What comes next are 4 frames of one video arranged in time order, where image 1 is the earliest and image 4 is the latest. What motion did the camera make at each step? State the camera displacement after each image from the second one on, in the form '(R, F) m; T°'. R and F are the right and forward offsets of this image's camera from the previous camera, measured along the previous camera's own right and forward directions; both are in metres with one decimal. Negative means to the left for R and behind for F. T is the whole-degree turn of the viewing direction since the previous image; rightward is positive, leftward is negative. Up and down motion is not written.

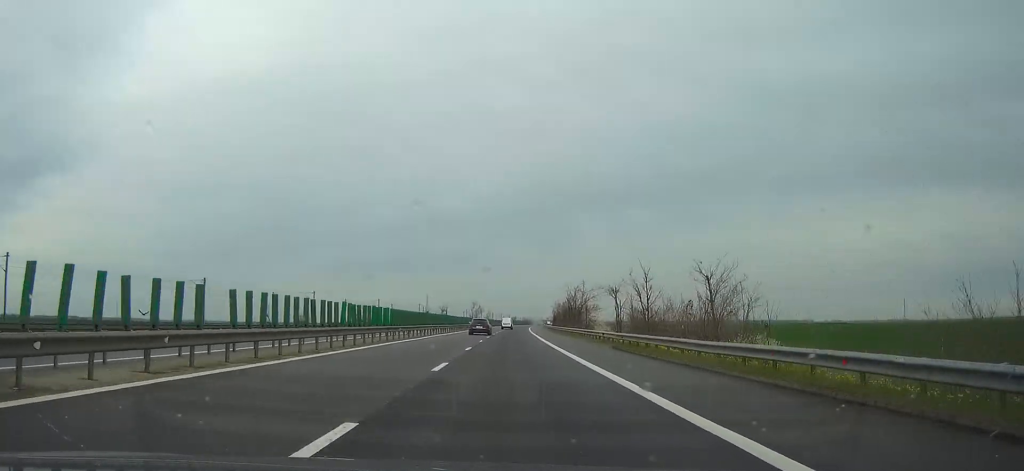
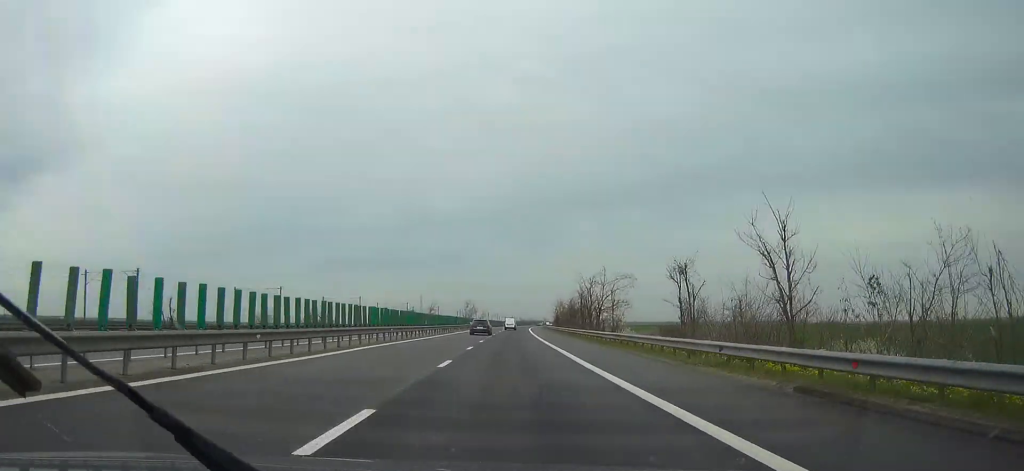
(+0.1, +24.2) m; 0°
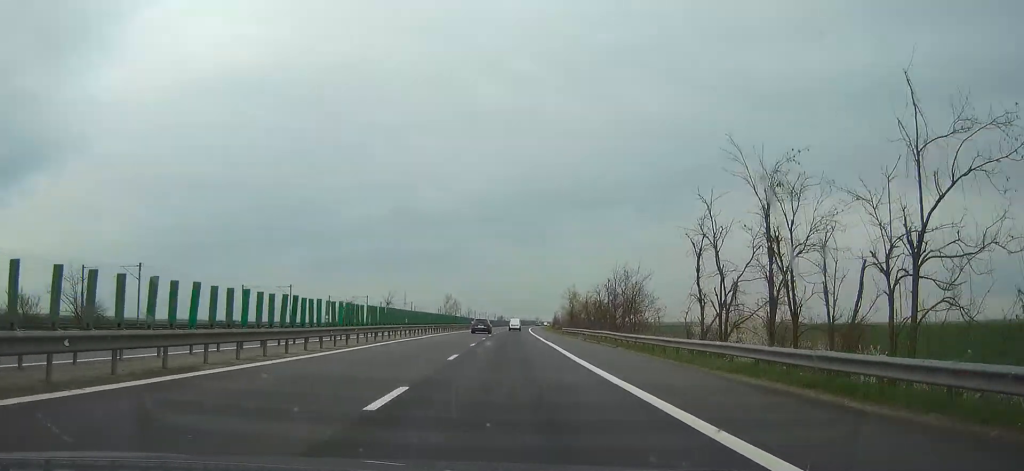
(+0.7, +65.2) m; +1°
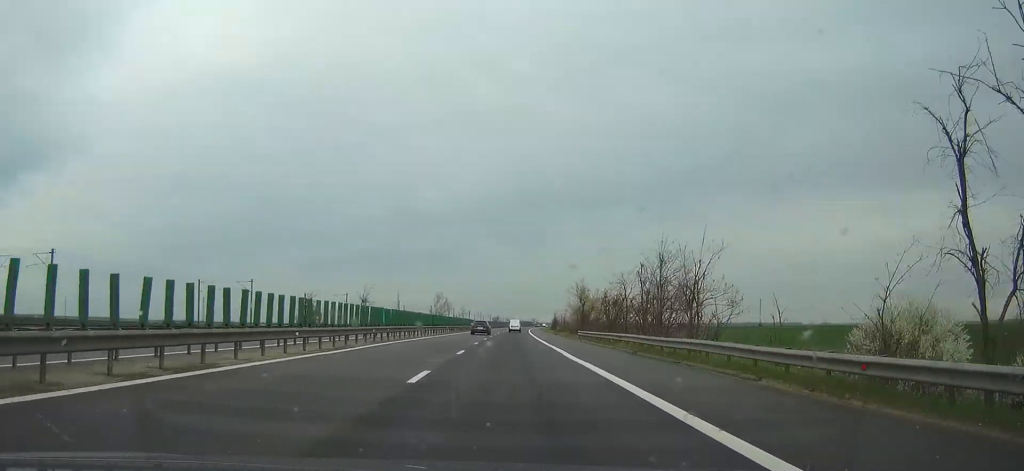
(+0.1, +25.1) m; 0°
